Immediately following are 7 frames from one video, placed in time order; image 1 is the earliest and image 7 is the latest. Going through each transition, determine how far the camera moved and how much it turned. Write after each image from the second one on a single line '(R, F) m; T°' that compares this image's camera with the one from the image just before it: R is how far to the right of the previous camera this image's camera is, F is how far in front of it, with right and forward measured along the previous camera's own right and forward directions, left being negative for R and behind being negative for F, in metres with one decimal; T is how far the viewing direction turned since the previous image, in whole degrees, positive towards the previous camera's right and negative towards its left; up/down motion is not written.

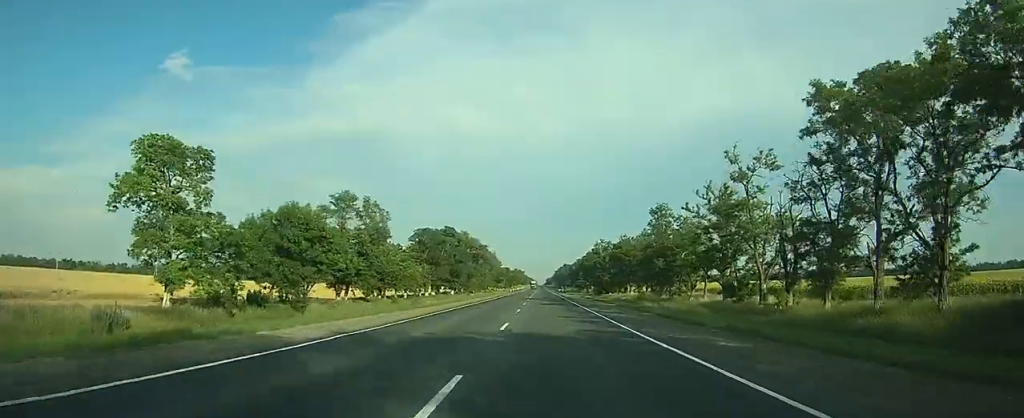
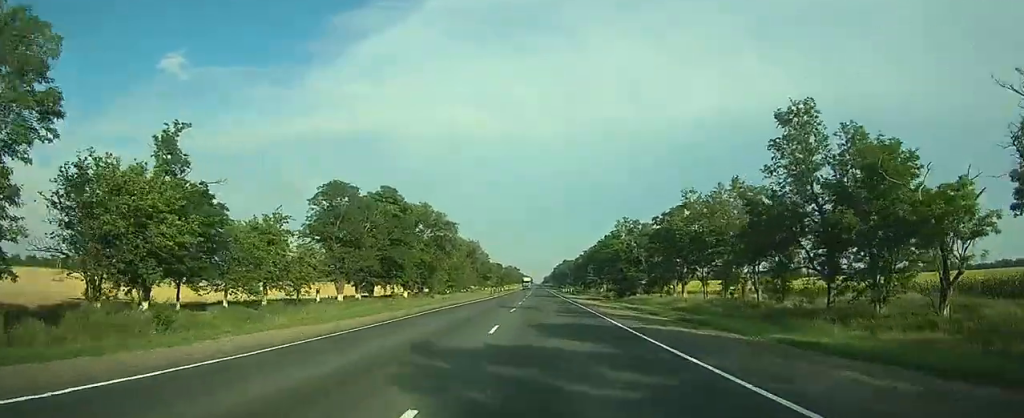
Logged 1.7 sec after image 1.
(-0.2, +50.6) m; 0°
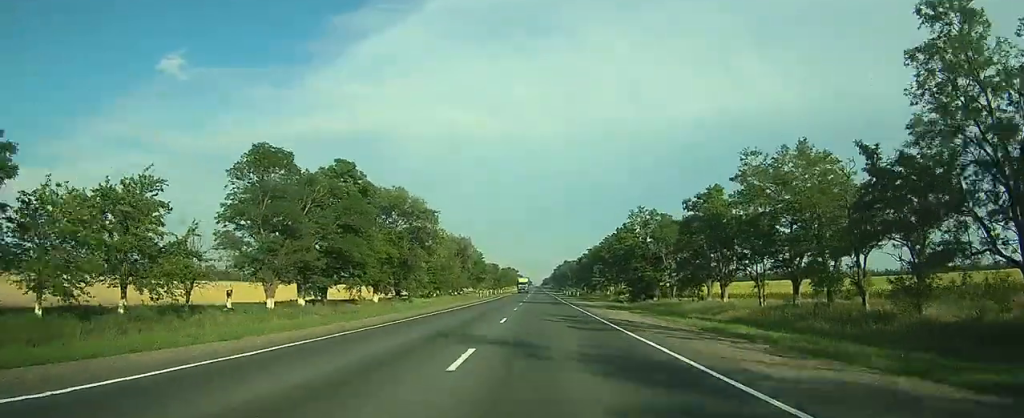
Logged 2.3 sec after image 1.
(0.0, +18.2) m; 0°
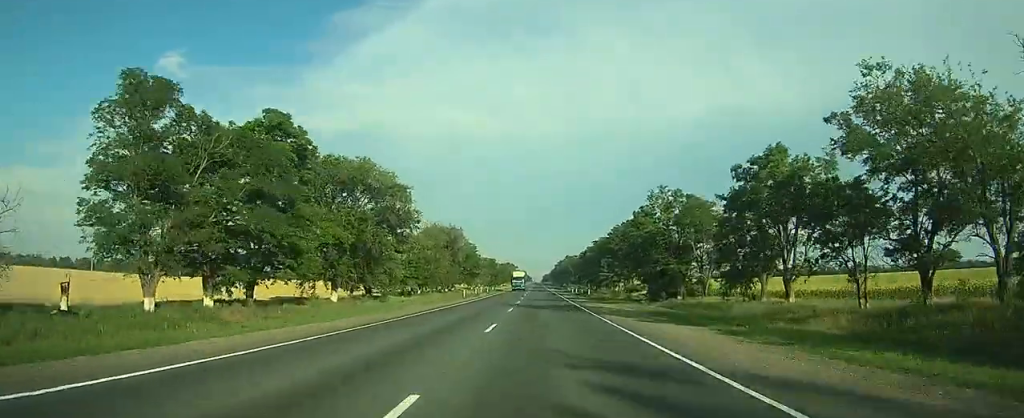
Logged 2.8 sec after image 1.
(0.0, +17.1) m; 0°
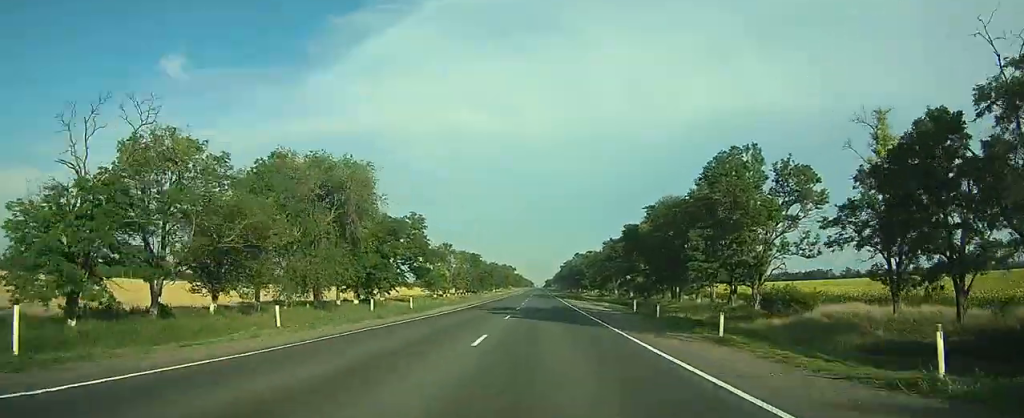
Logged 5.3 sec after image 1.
(+0.1, +73.7) m; 0°
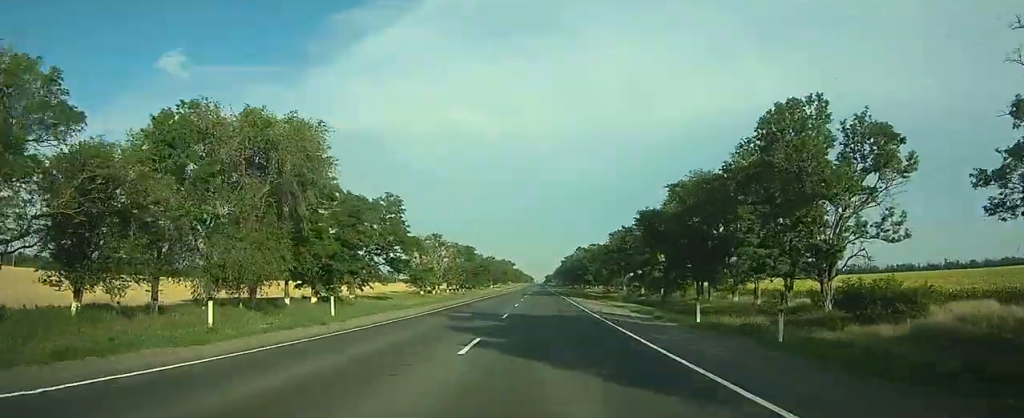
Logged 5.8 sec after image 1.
(0.0, +13.5) m; -1°
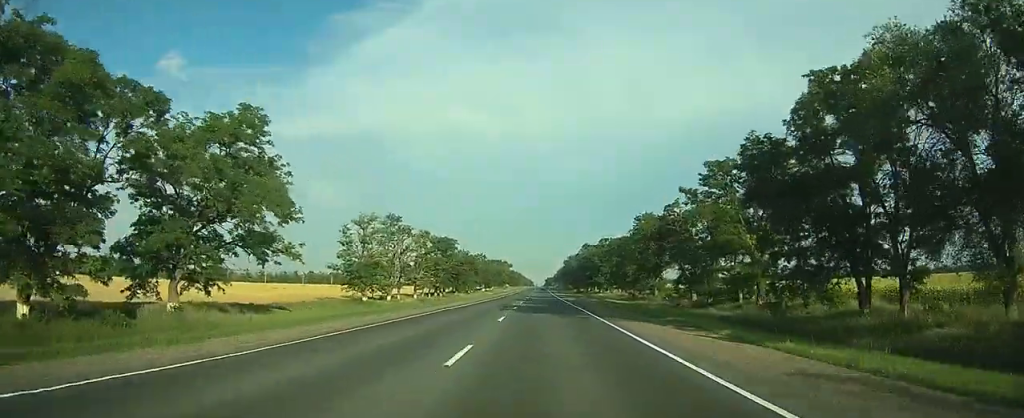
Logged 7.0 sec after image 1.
(-0.9, +34.8) m; -4°
